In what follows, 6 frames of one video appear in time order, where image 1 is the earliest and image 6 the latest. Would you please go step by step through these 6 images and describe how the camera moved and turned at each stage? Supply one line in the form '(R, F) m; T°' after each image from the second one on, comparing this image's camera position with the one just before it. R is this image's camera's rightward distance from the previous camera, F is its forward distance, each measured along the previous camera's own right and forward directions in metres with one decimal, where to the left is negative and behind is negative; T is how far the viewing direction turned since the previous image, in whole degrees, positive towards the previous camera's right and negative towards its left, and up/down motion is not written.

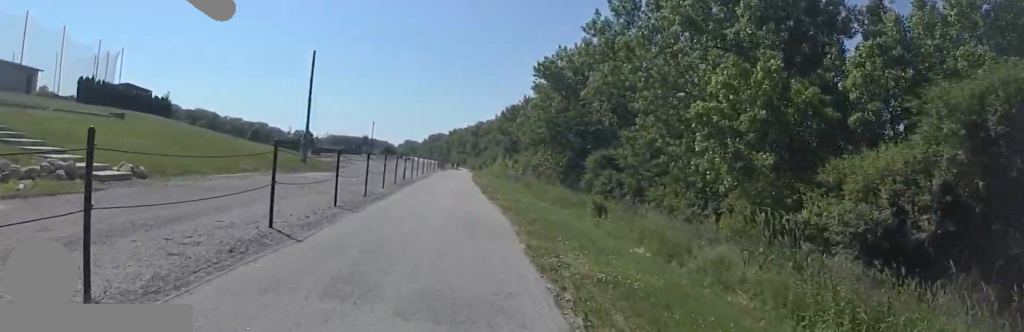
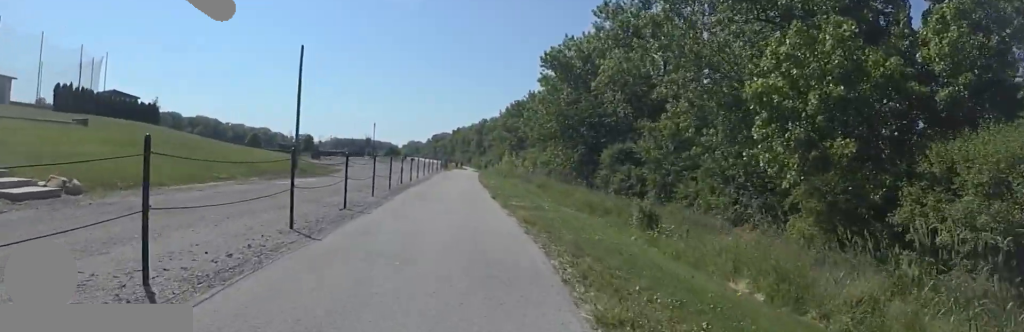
(-0.1, +4.0) m; 0°
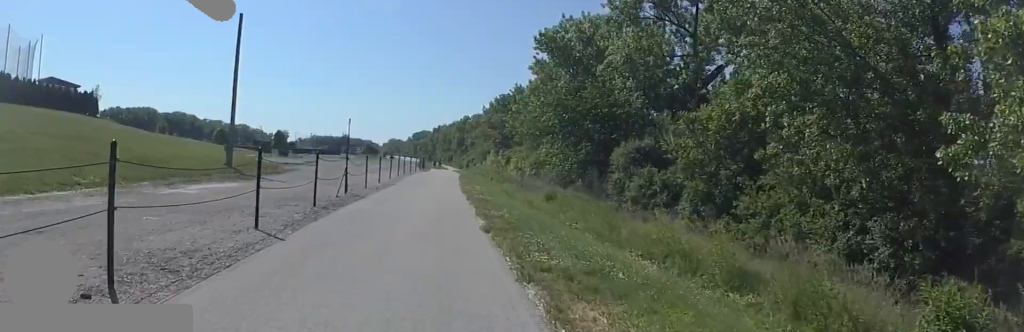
(+0.1, +9.4) m; 0°
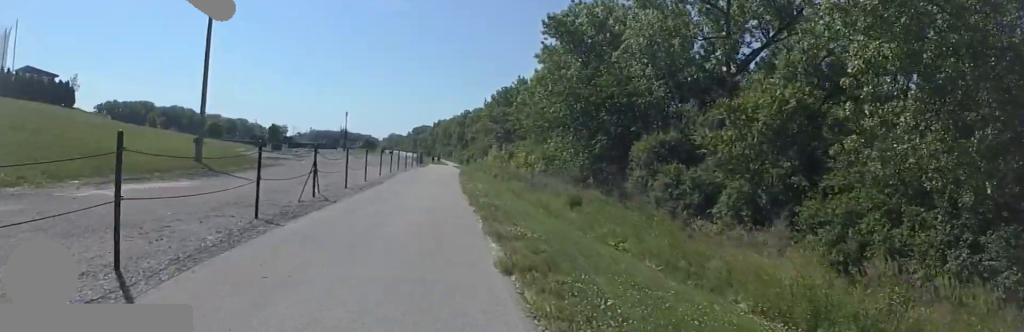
(-0.2, +4.4) m; 0°
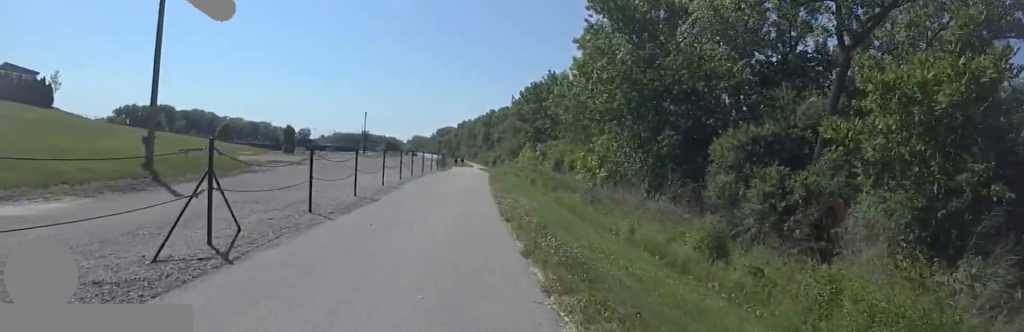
(+0.1, +7.7) m; 0°
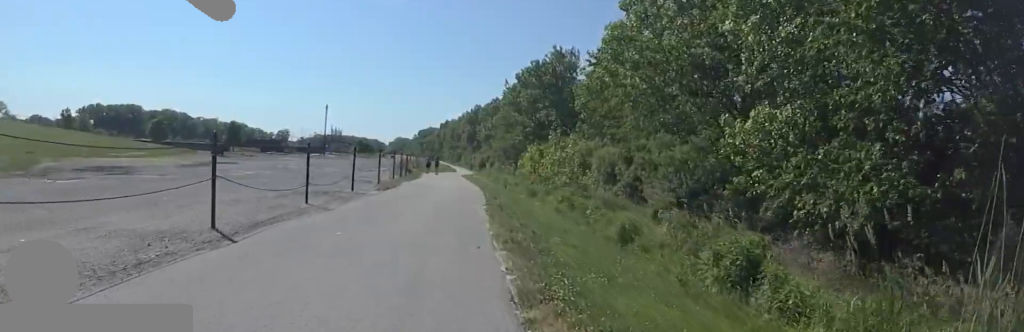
(+0.6, +21.5) m; 0°
